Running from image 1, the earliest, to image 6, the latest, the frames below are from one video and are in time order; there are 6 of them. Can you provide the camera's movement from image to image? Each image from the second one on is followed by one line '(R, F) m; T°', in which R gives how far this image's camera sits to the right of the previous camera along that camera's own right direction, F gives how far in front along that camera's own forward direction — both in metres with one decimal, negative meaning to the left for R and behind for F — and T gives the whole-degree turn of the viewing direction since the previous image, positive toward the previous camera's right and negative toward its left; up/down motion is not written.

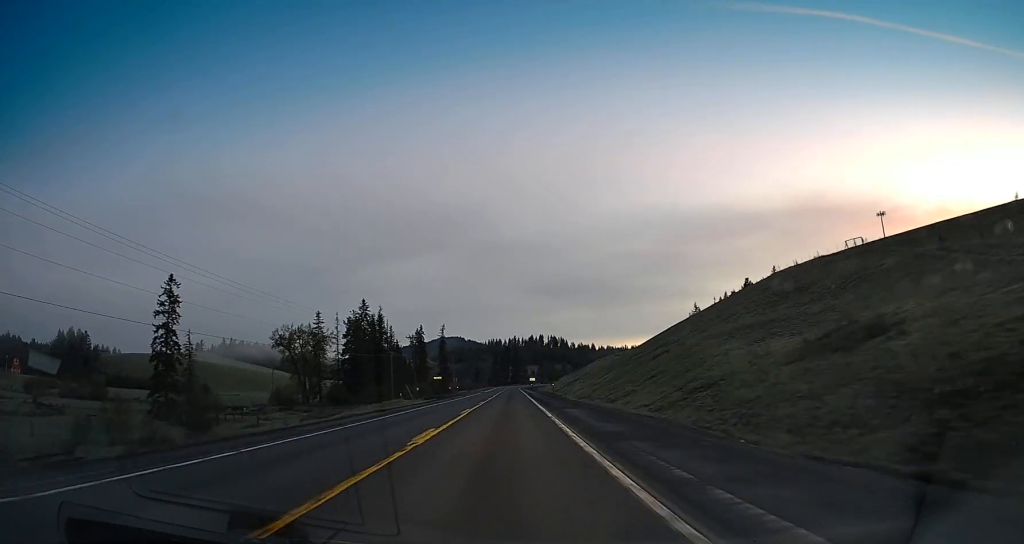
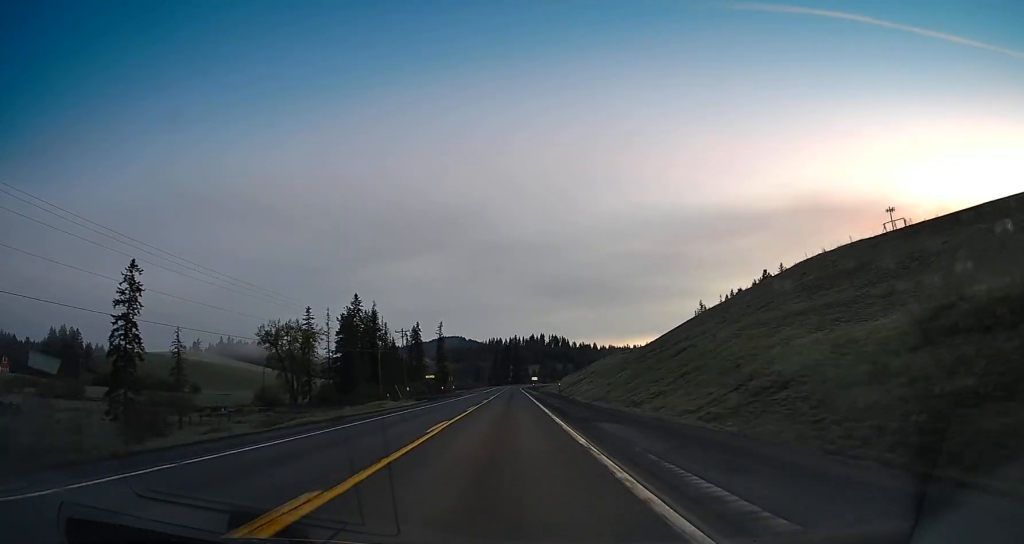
(+0.1, +11.5) m; 0°
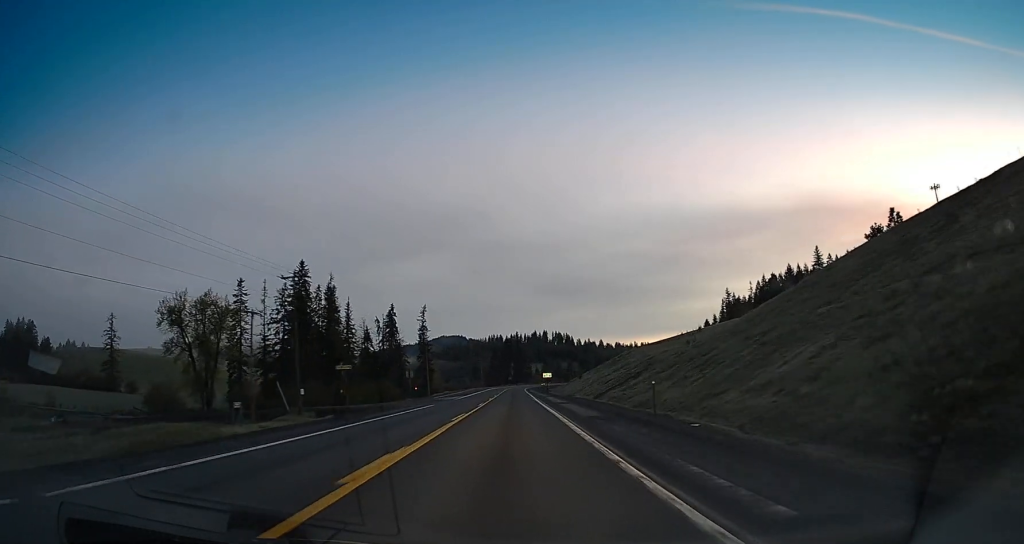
(+0.2, +54.3) m; +1°
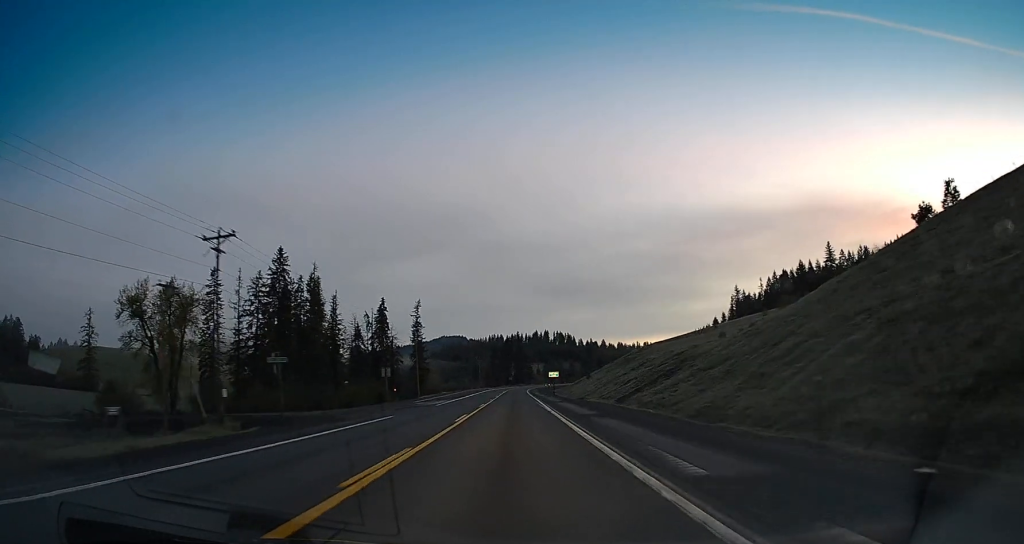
(+0.3, +15.1) m; 0°
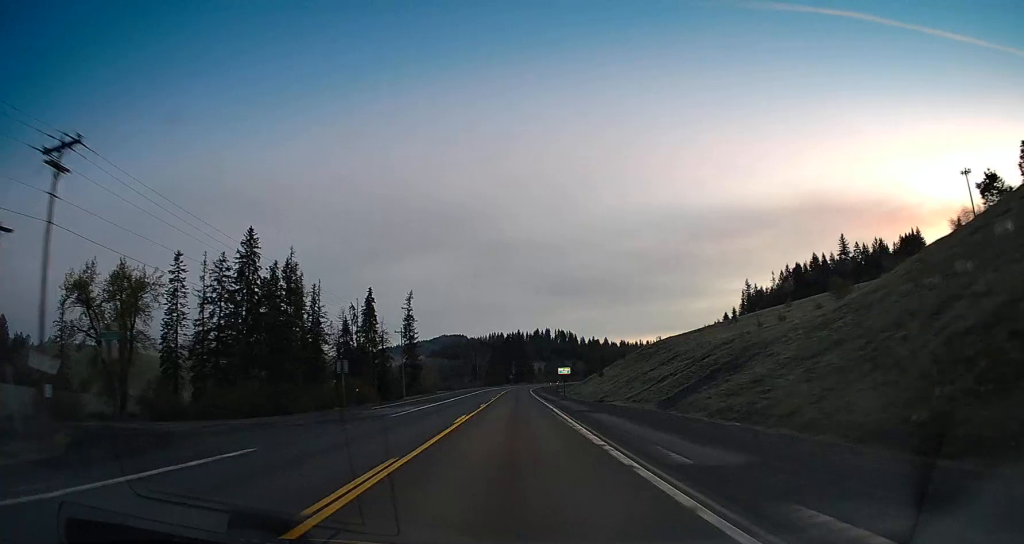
(-0.2, +16.9) m; -1°
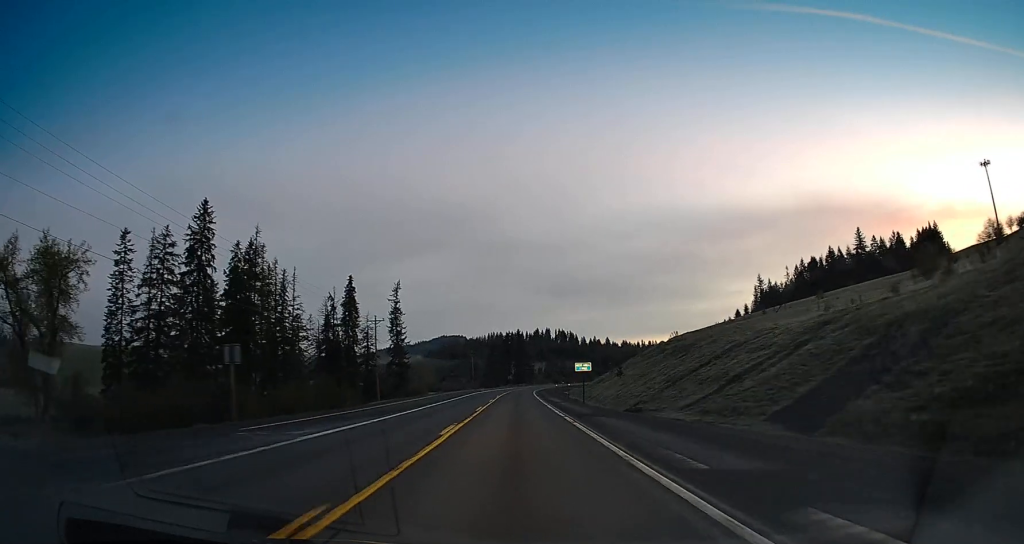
(-0.1, +19.6) m; 0°
